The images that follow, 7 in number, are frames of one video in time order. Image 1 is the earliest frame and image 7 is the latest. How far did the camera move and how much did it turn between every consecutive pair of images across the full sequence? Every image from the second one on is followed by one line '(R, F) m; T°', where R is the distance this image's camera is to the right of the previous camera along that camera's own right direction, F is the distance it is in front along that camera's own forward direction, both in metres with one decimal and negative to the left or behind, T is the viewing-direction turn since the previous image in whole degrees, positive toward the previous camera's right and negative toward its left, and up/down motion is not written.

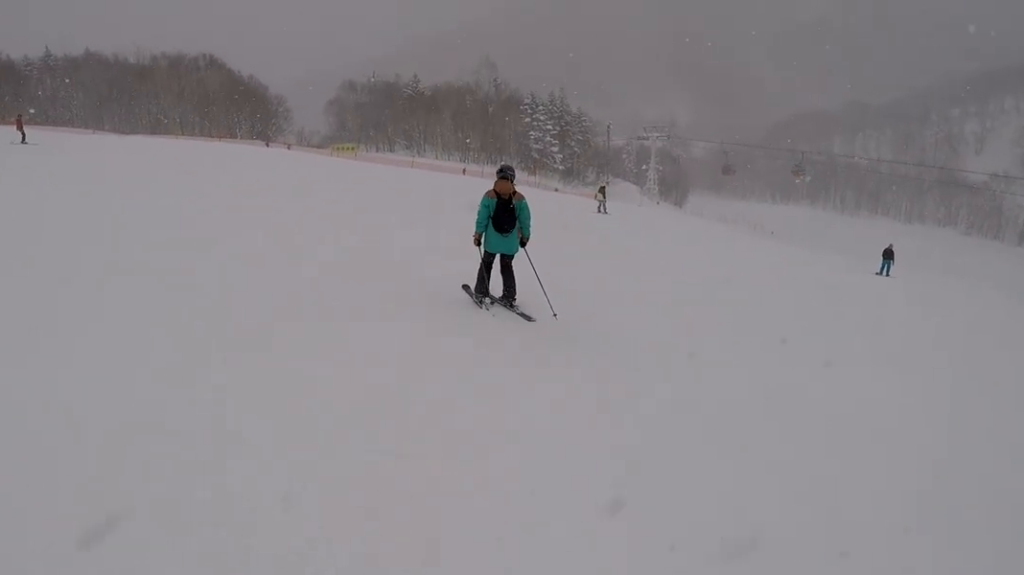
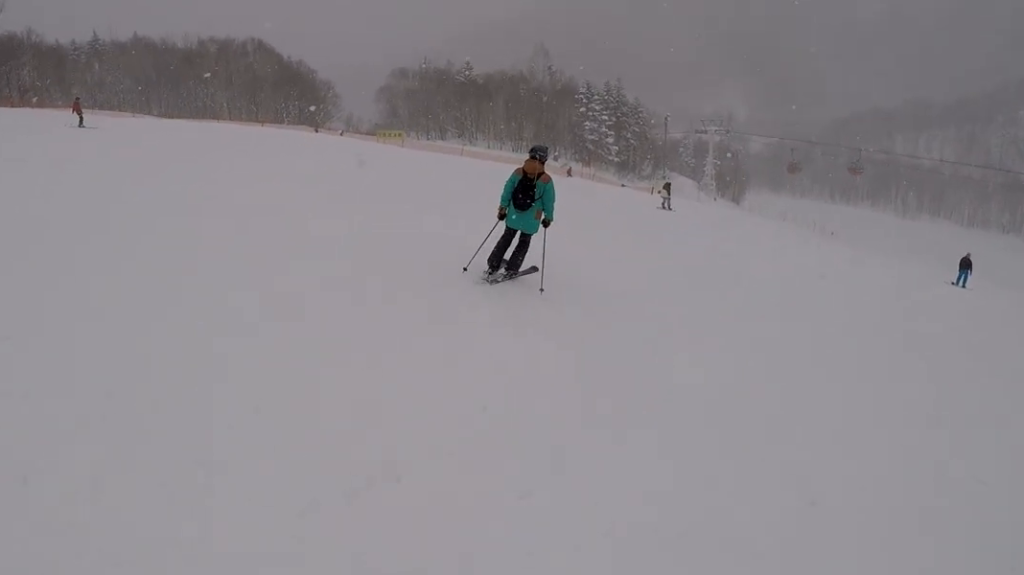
(-0.1, +1.8) m; -1°
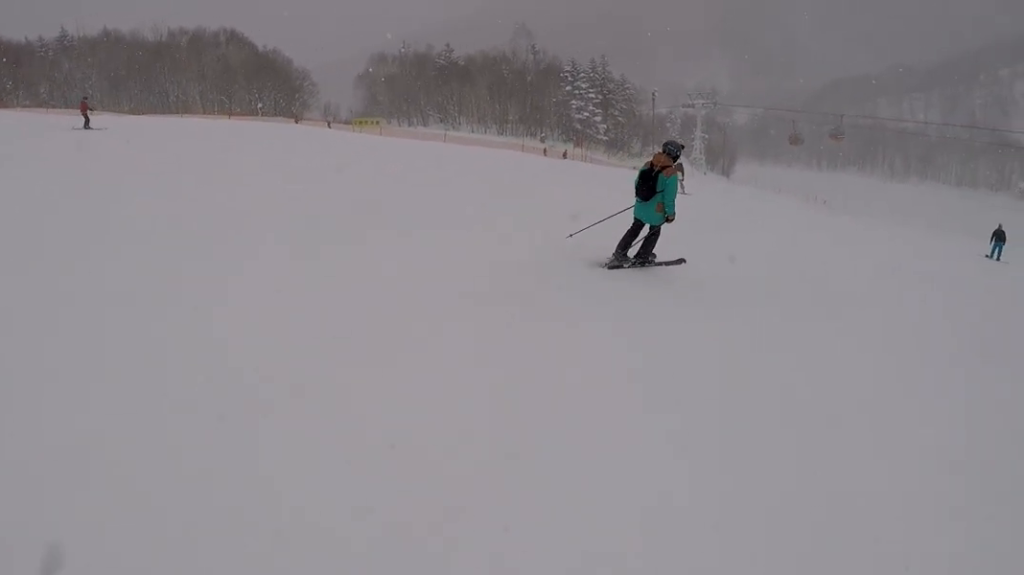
(+0.3, +3.8) m; +7°
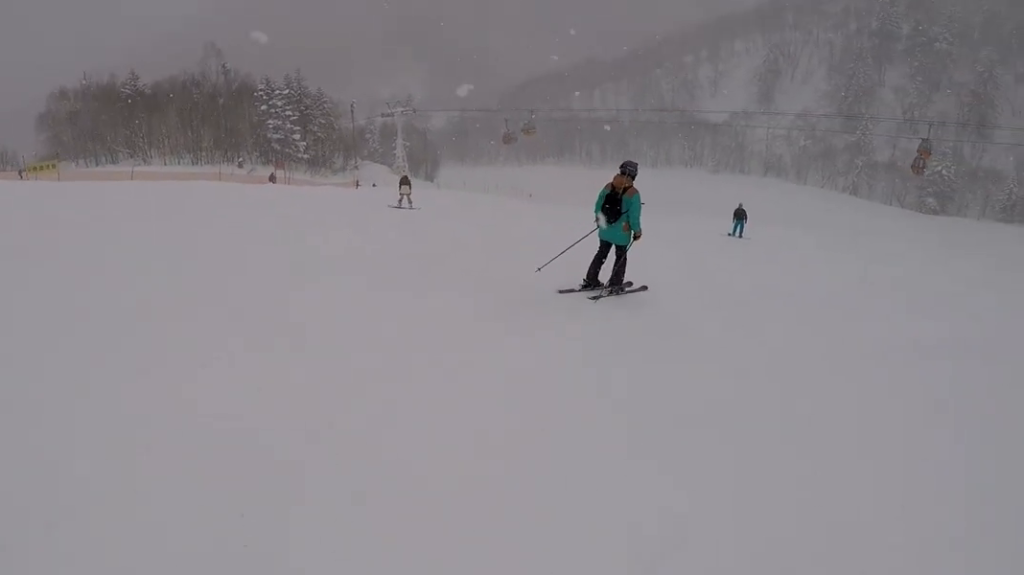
(+0.3, +3.9) m; +19°
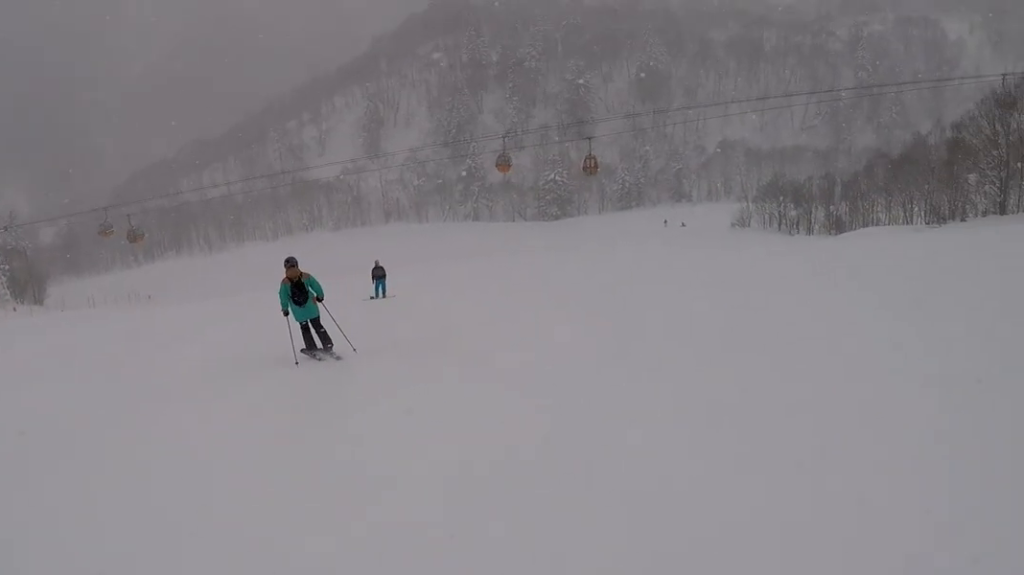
(+3.5, +7.2) m; +39°
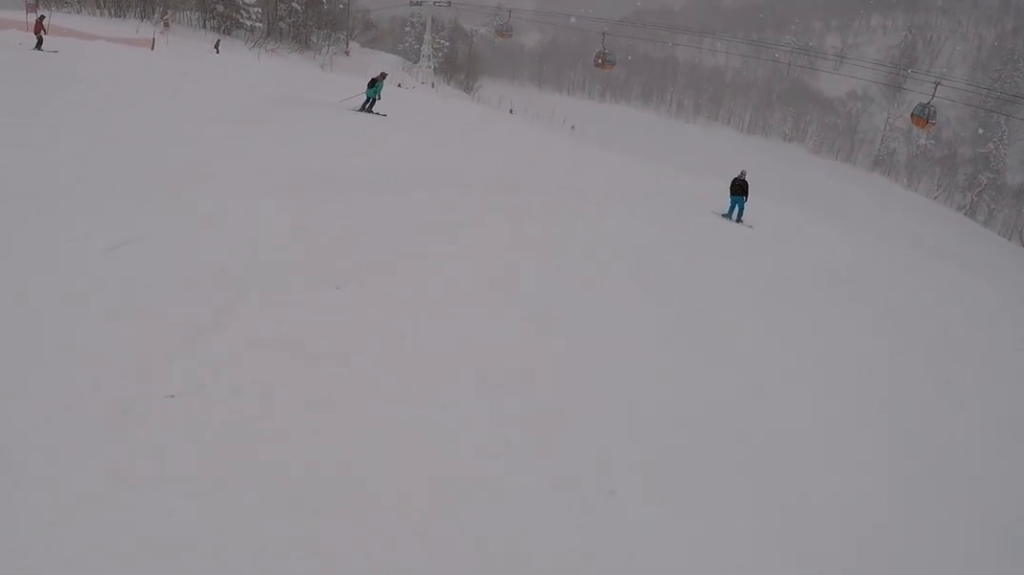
(-3.3, +15.6) m; -45°
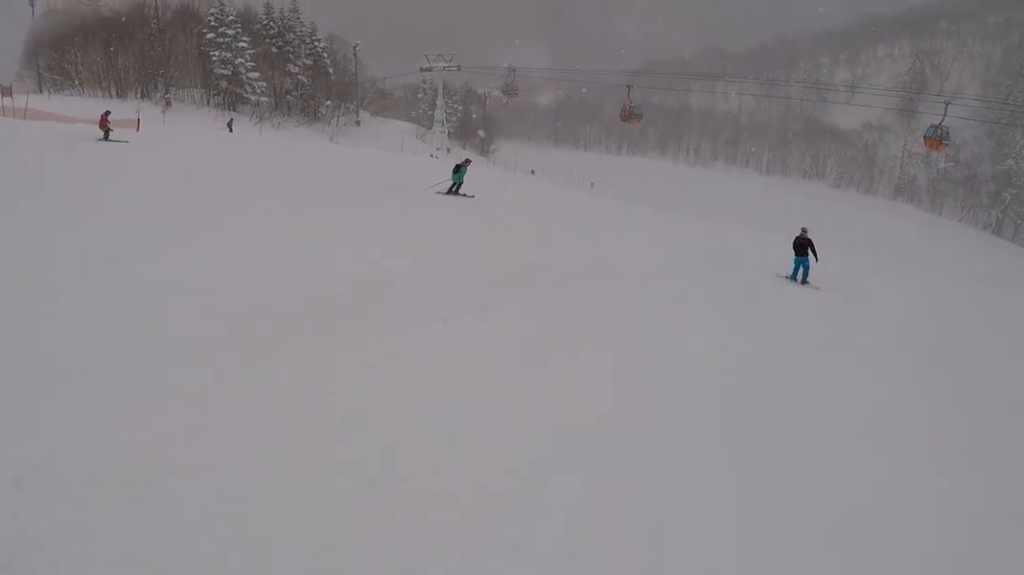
(-0.8, +3.8) m; -8°
